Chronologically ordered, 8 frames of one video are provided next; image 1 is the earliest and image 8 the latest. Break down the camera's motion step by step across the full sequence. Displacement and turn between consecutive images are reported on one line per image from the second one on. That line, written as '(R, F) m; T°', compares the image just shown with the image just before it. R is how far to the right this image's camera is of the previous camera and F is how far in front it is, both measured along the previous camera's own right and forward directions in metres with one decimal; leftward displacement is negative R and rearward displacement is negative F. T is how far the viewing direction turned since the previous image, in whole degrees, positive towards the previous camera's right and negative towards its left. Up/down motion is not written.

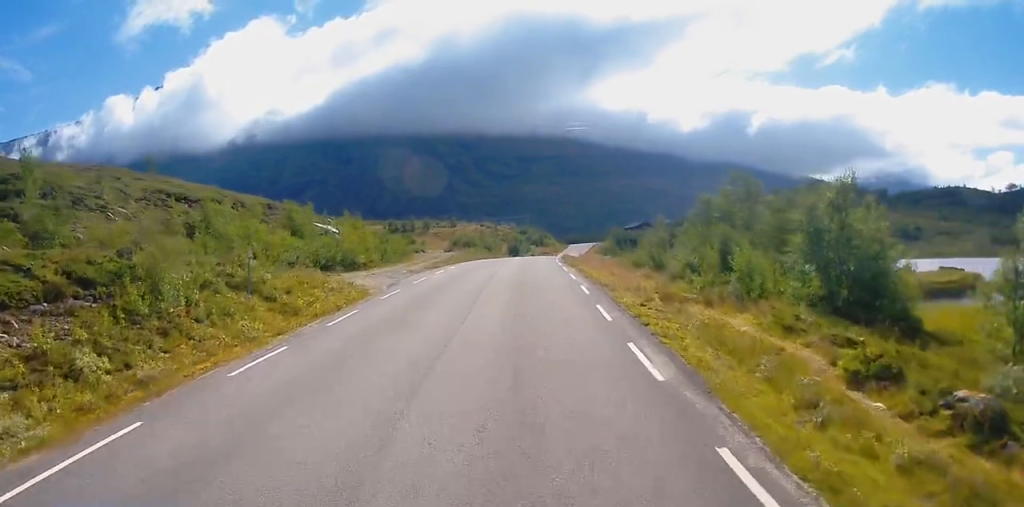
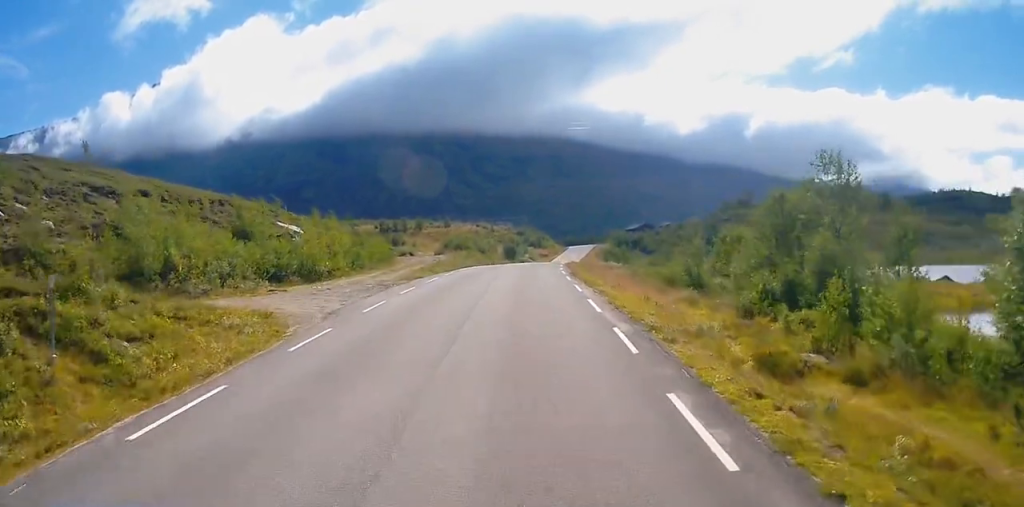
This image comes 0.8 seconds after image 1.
(-0.7, +9.3) m; -1°
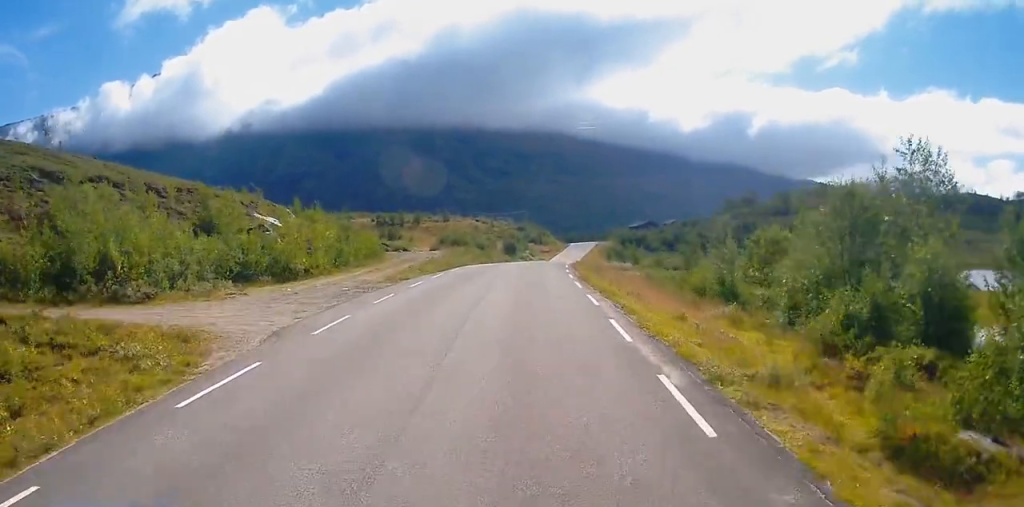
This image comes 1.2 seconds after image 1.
(+0.3, +5.0) m; +1°
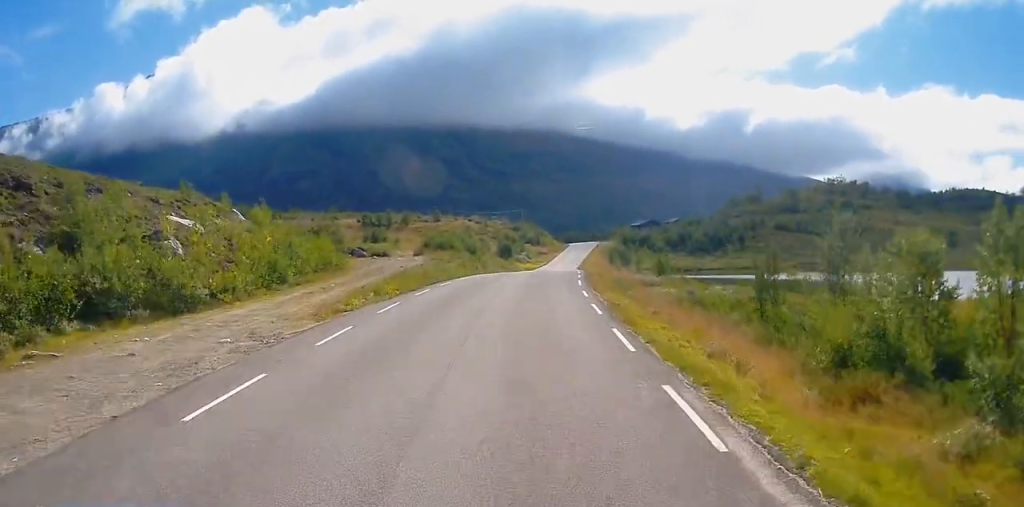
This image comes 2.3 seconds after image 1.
(+0.4, +12.3) m; +1°
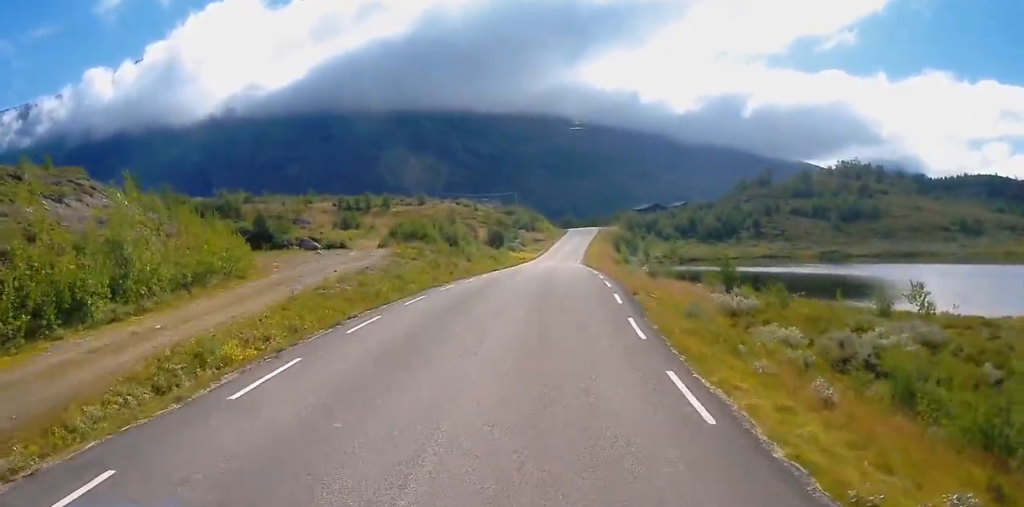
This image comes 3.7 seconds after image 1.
(-0.4, +16.9) m; -1°
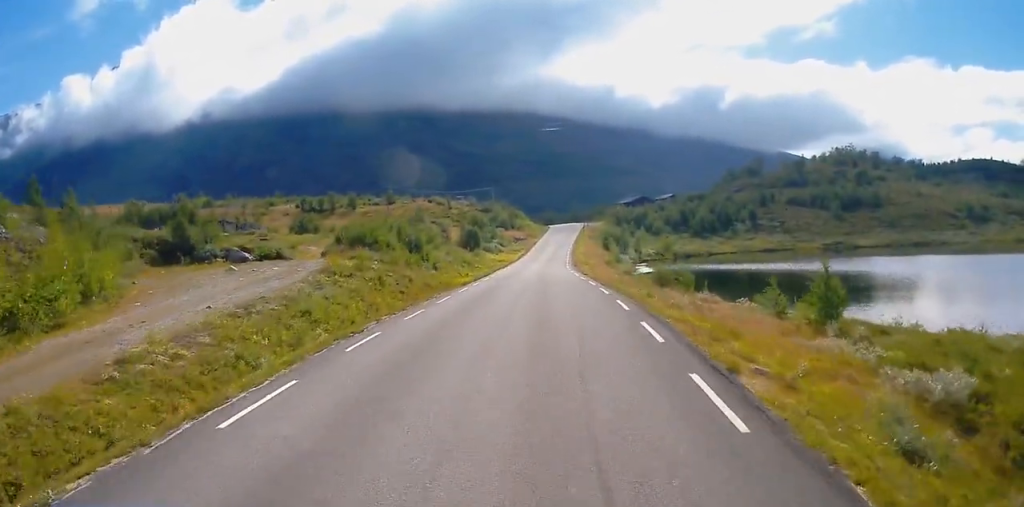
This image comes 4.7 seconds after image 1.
(+0.2, +12.6) m; +3°
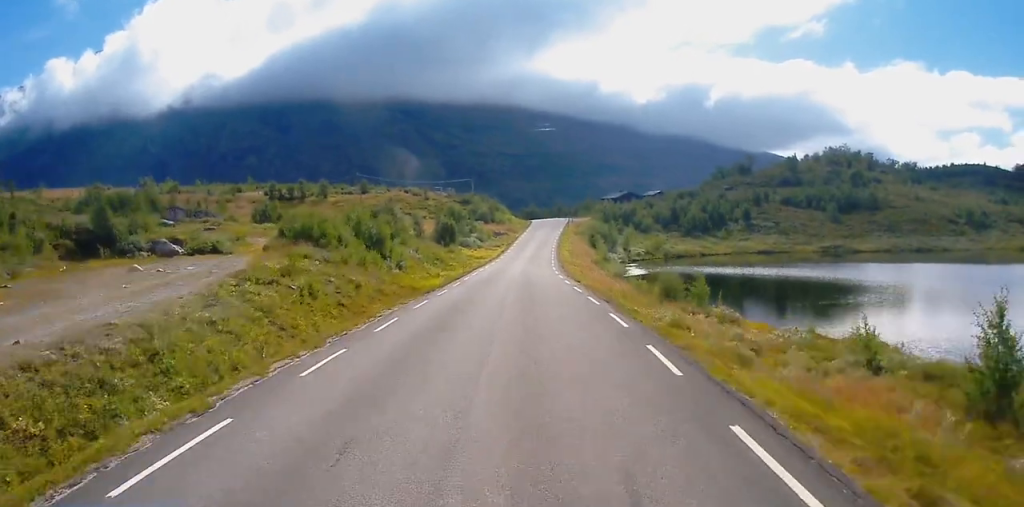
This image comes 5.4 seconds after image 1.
(+0.3, +8.6) m; +1°
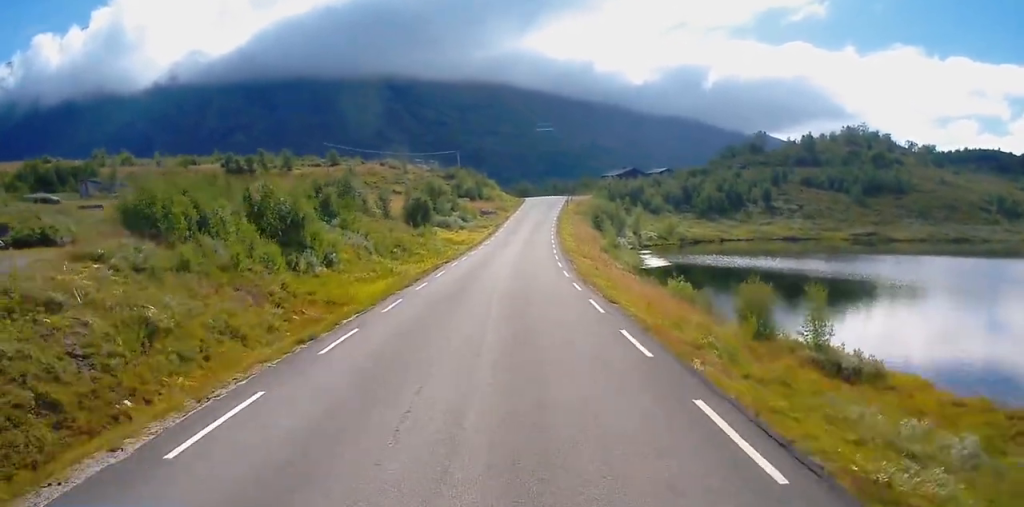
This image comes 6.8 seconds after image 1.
(0.0, +17.3) m; +1°
